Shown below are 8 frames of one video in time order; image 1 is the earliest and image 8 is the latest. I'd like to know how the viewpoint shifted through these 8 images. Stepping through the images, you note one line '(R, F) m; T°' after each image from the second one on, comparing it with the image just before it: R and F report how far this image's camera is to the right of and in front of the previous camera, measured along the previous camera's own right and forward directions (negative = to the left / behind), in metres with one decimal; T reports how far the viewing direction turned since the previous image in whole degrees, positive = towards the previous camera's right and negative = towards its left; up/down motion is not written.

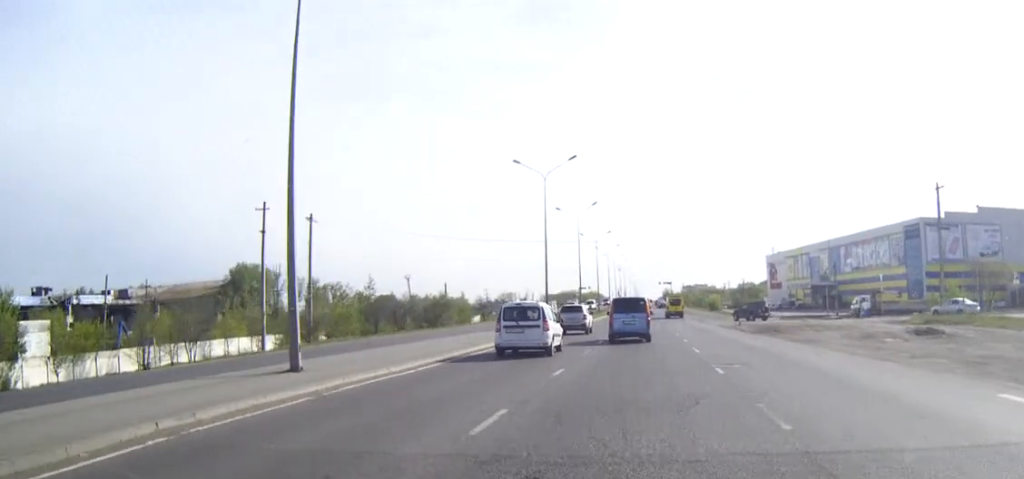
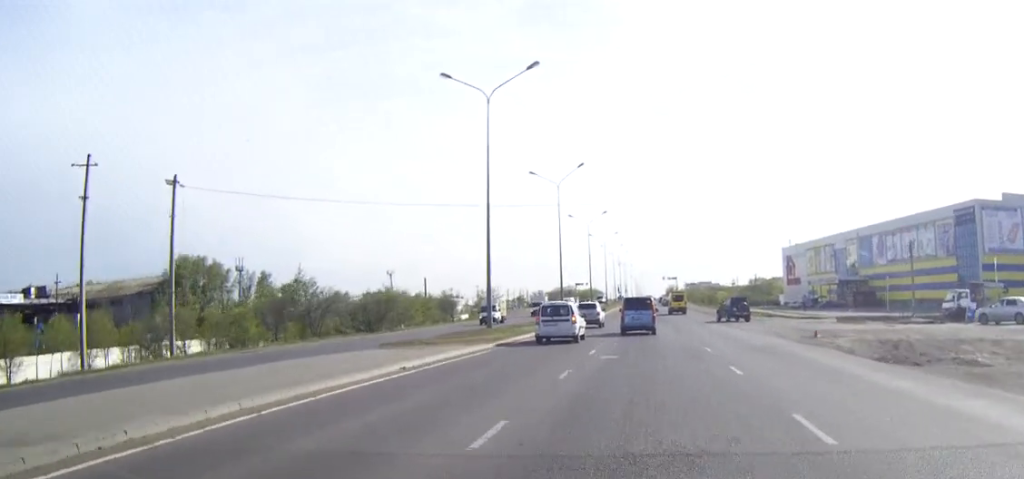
(+0.1, +25.7) m; +1°
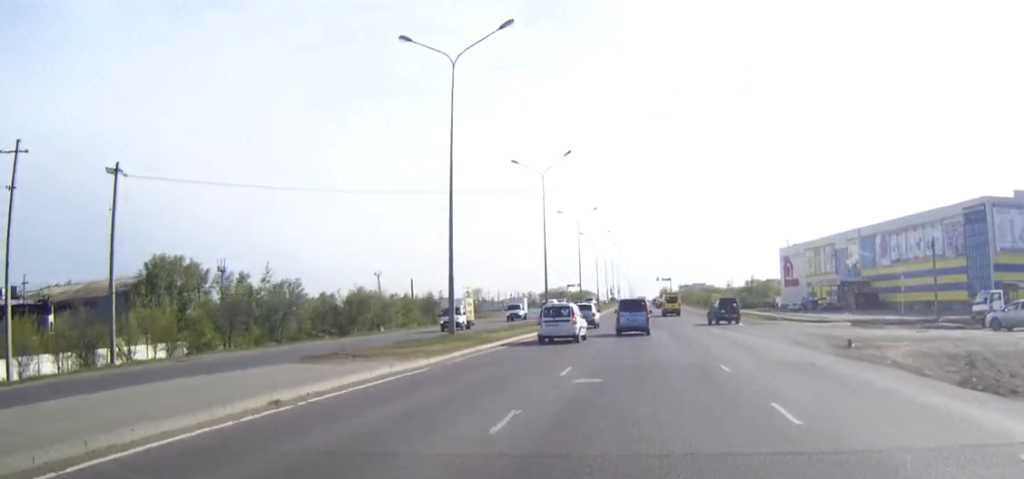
(0.0, +6.7) m; +1°
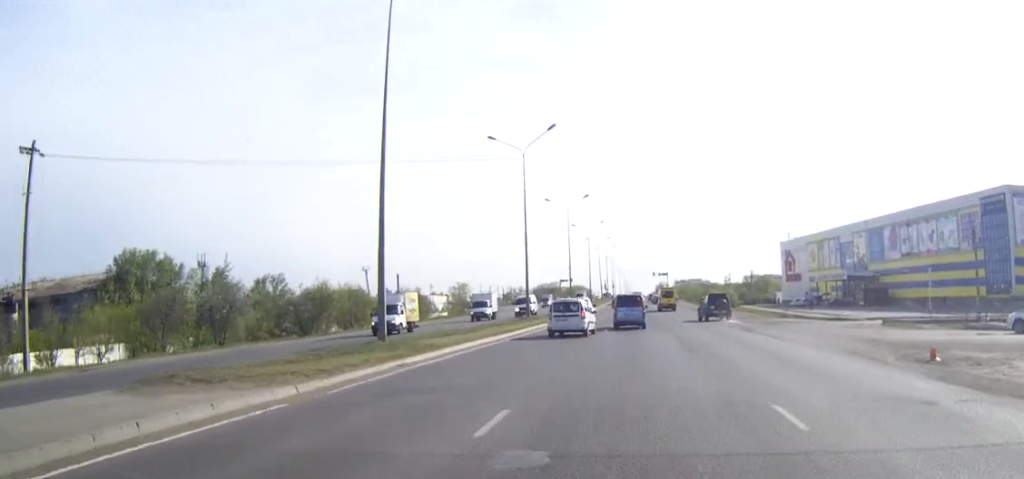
(+0.1, +8.6) m; 0°
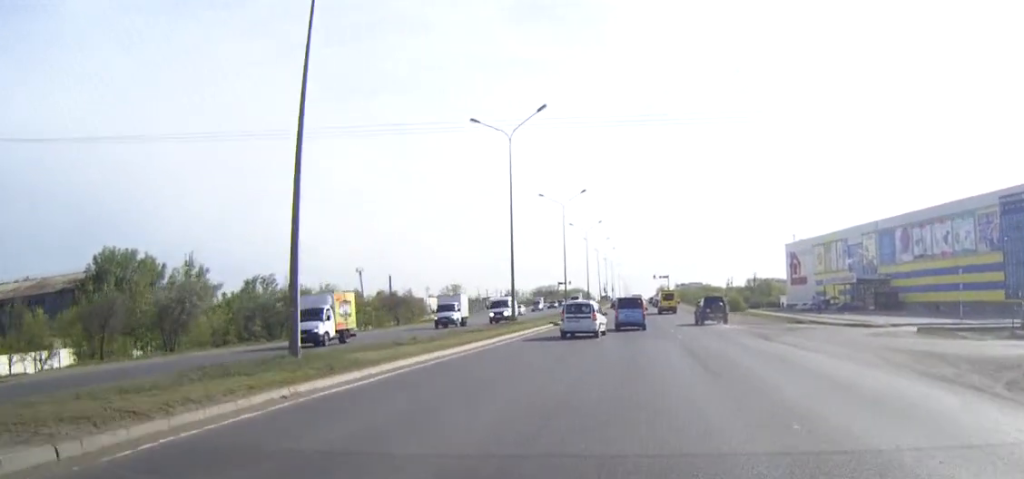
(+0.1, +6.6) m; 0°
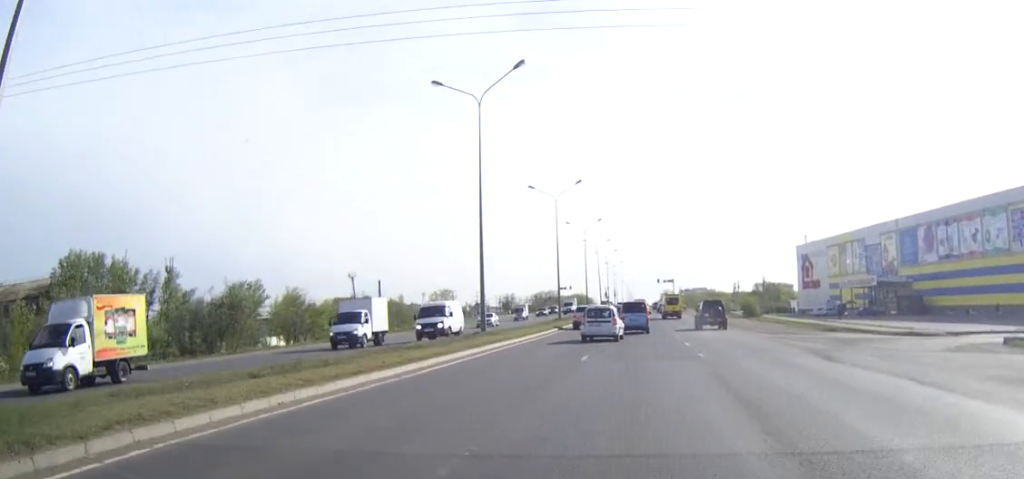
(-0.1, +10.7) m; -1°
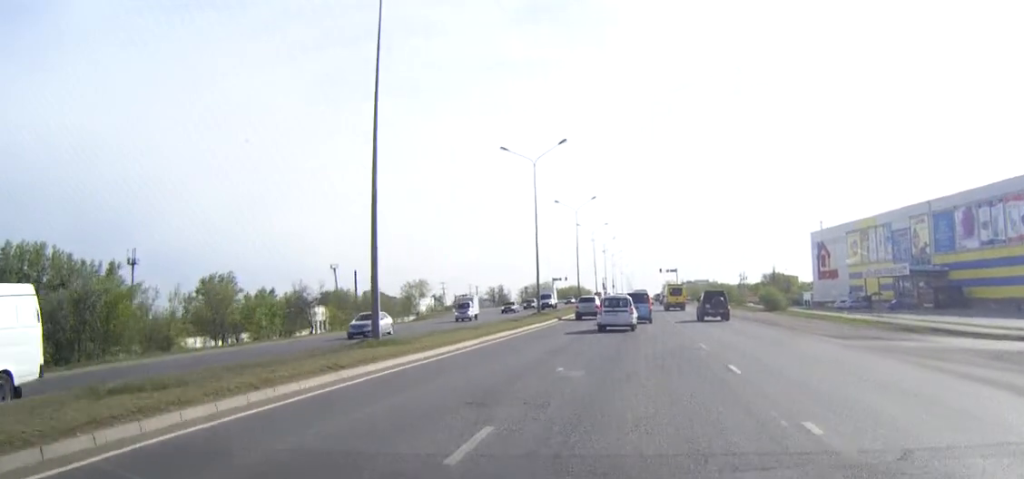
(-0.1, +16.6) m; -1°
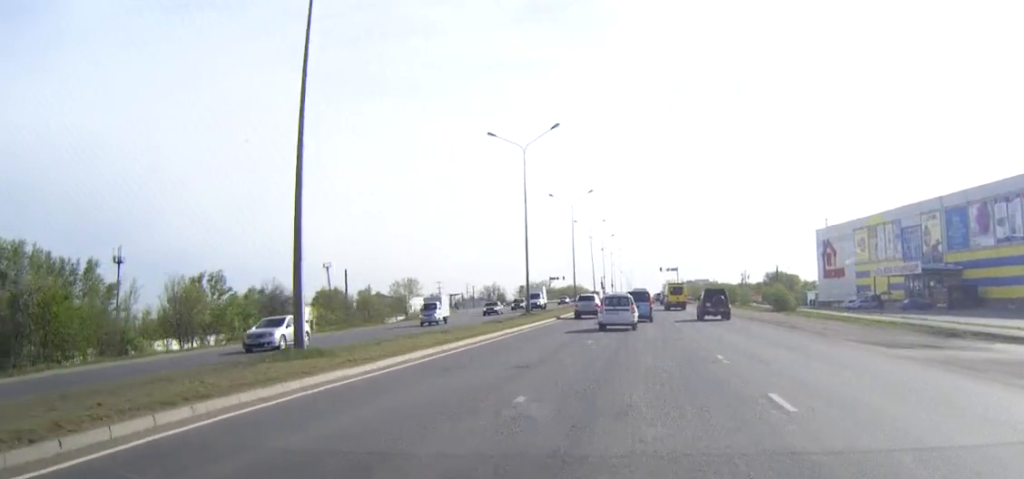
(-0.1, +5.6) m; 0°
